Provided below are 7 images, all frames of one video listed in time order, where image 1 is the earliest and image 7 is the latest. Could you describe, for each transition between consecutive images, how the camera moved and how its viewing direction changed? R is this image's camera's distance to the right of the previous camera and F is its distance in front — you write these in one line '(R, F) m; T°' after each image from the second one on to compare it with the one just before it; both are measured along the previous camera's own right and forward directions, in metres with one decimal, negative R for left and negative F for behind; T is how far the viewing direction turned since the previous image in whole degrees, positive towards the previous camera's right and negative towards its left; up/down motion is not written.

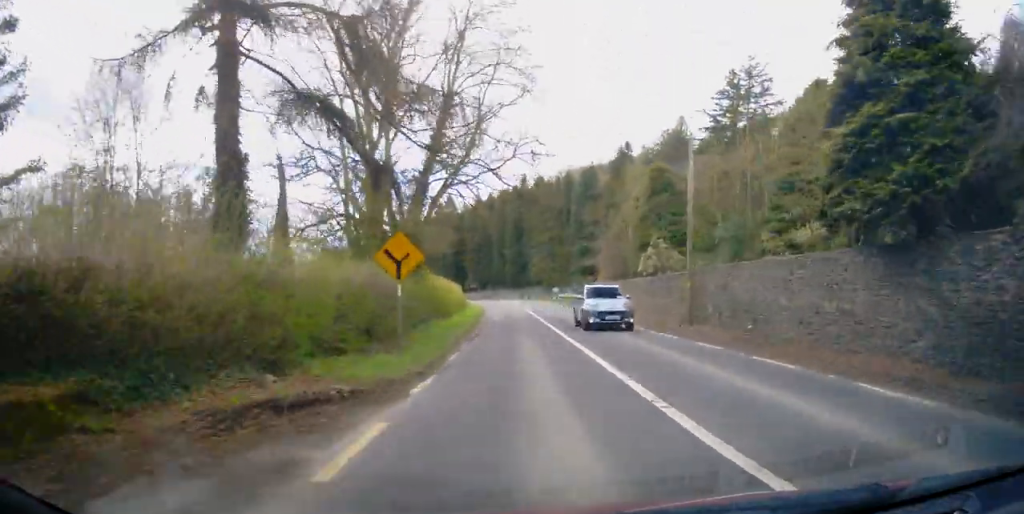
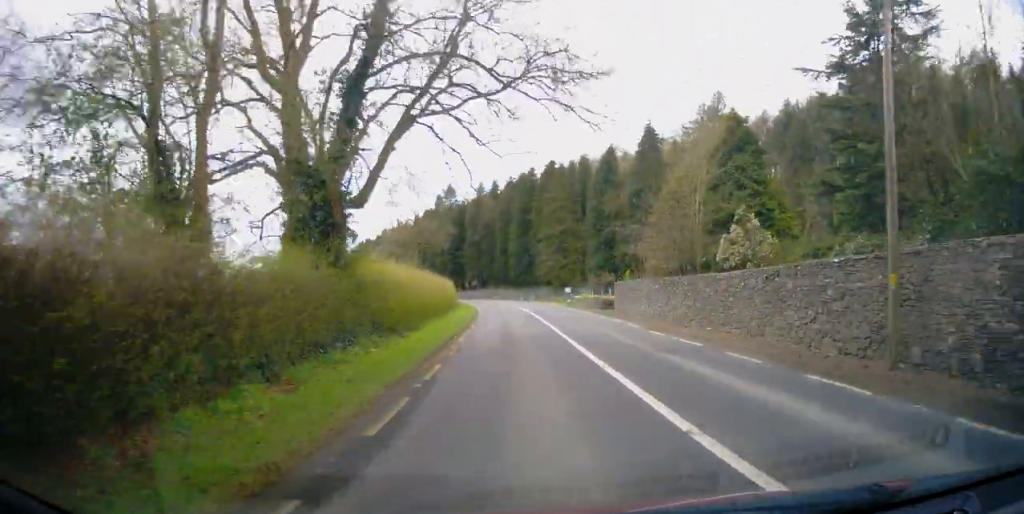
(+0.1, +14.1) m; 0°
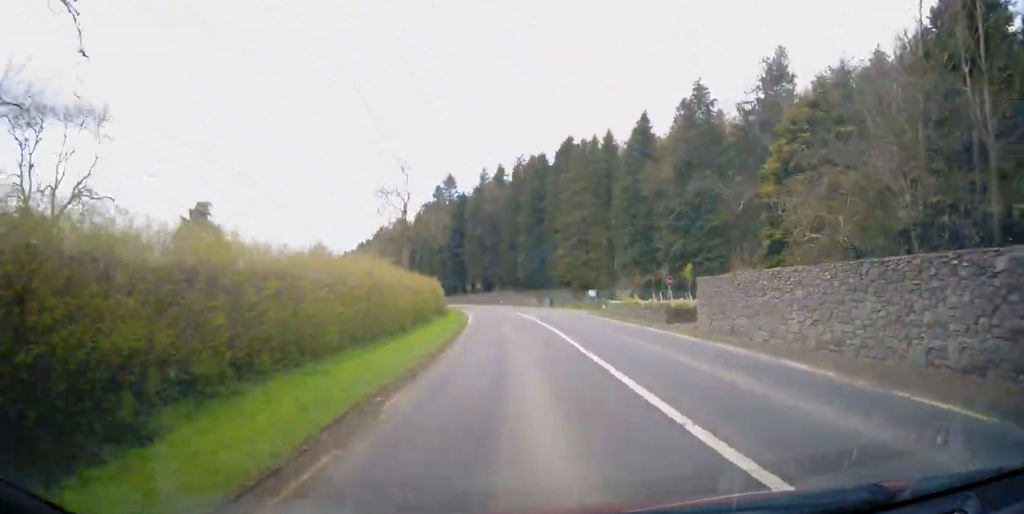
(-0.2, +18.0) m; -1°
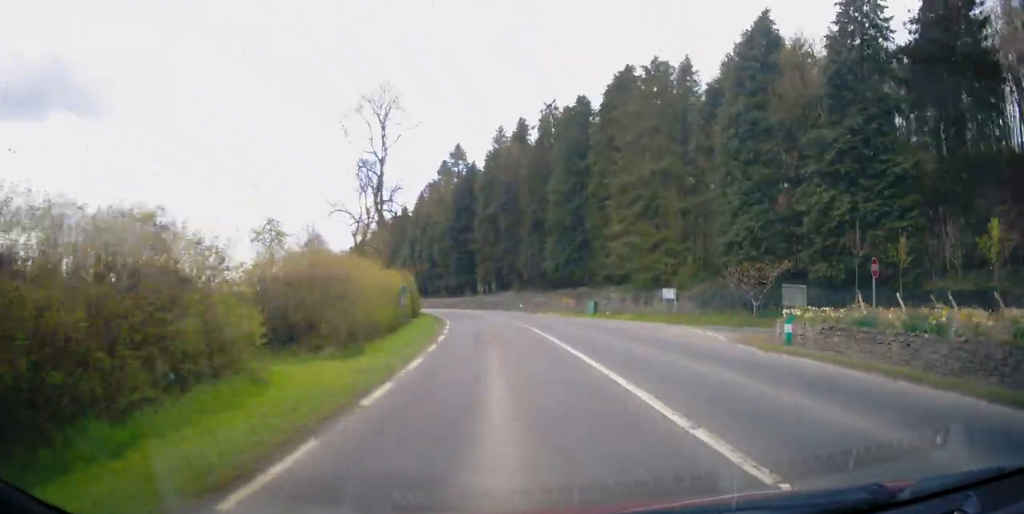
(-0.5, +27.3) m; -3°
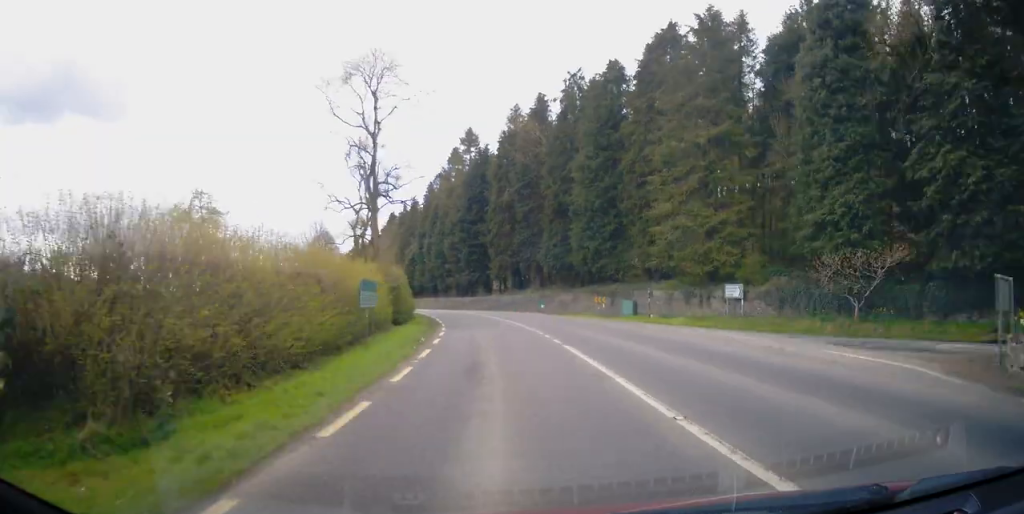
(-0.1, +9.8) m; -2°
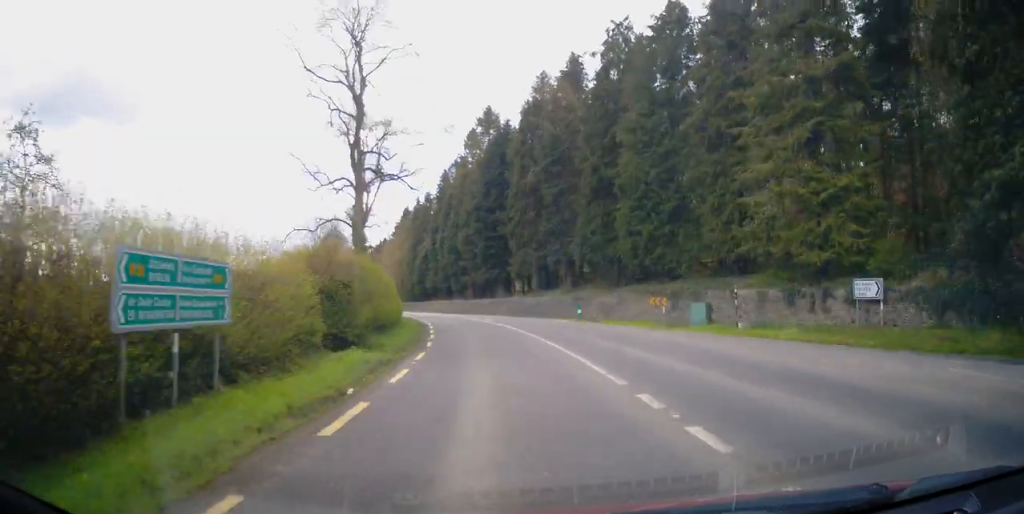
(-0.3, +11.8) m; -2°
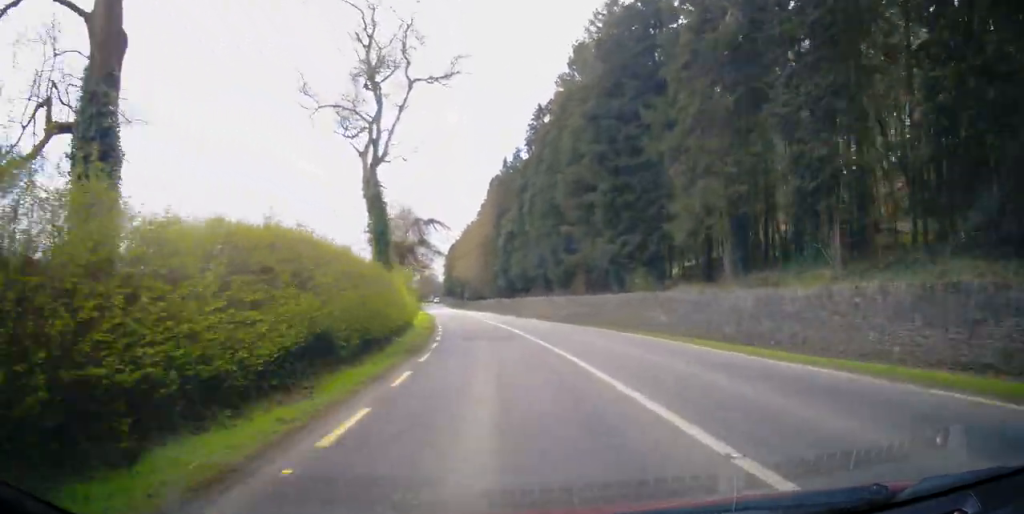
(-1.6, +32.0) m; -8°
